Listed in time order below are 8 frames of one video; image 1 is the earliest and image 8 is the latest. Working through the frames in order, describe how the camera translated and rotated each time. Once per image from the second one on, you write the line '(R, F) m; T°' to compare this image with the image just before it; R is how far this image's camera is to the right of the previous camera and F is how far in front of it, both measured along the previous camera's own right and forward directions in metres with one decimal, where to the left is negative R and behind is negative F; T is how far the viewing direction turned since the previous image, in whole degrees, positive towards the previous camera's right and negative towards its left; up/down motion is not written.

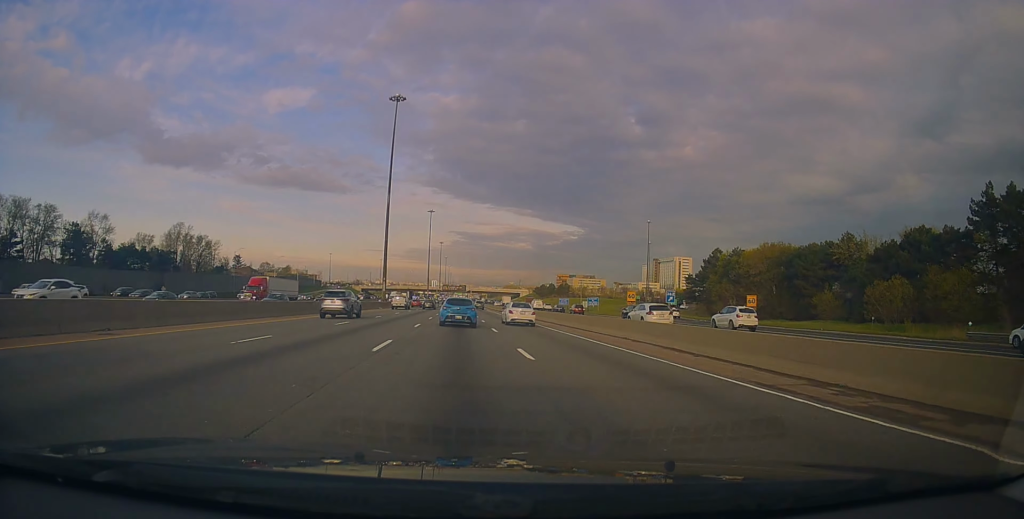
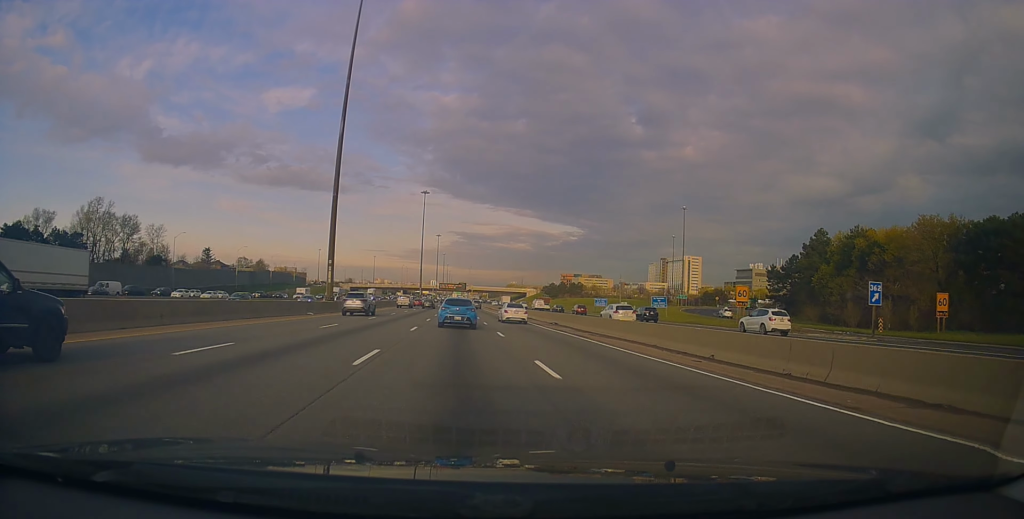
(-0.4, +40.3) m; -1°
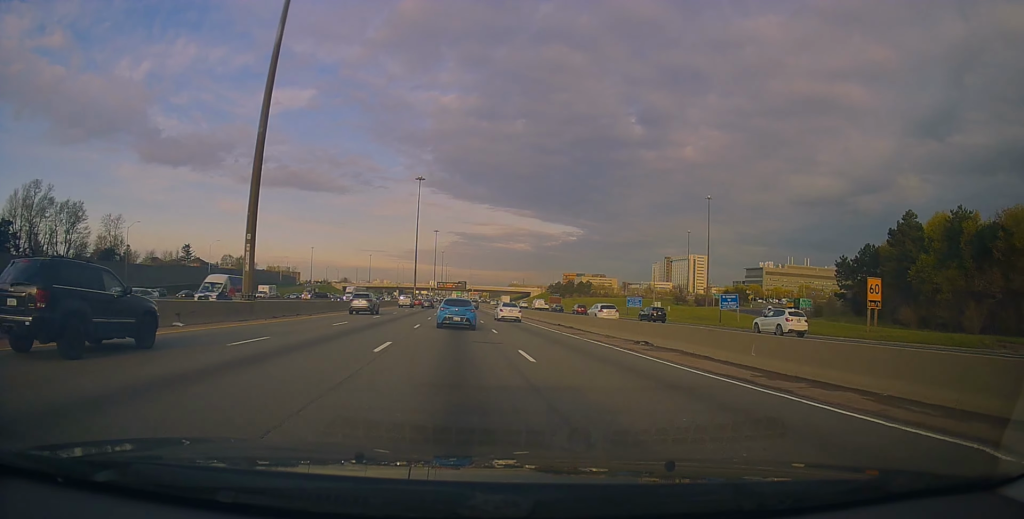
(-0.3, +21.8) m; 0°
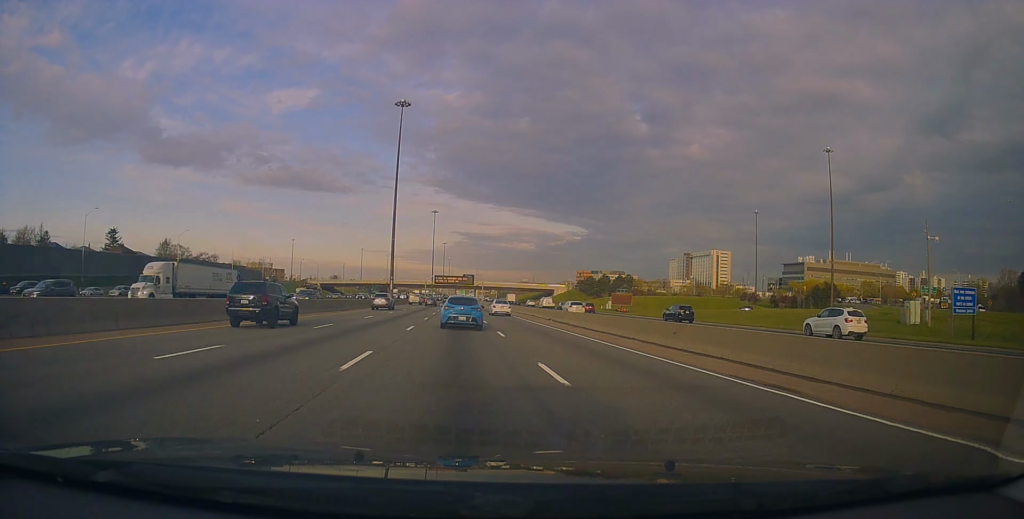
(+0.9, +64.3) m; +1°
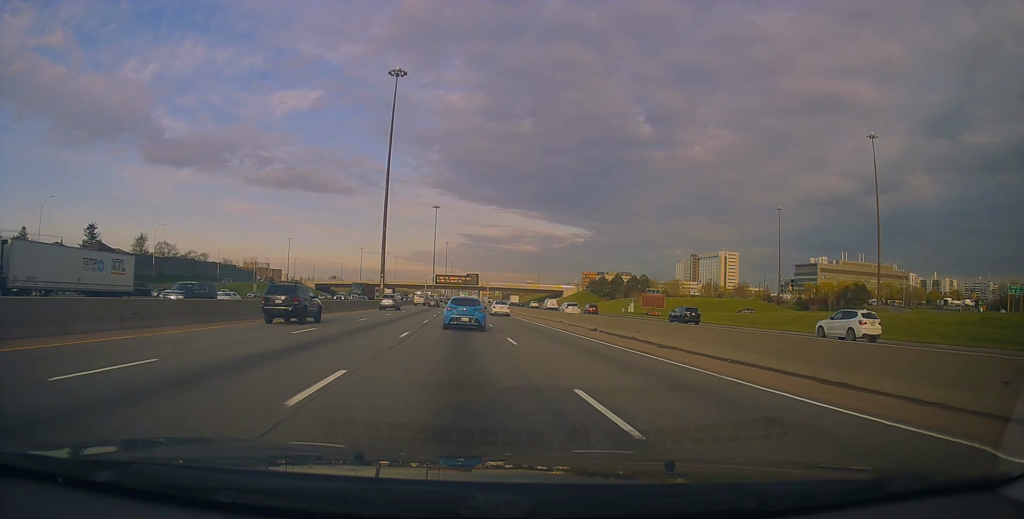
(0.0, +15.8) m; 0°
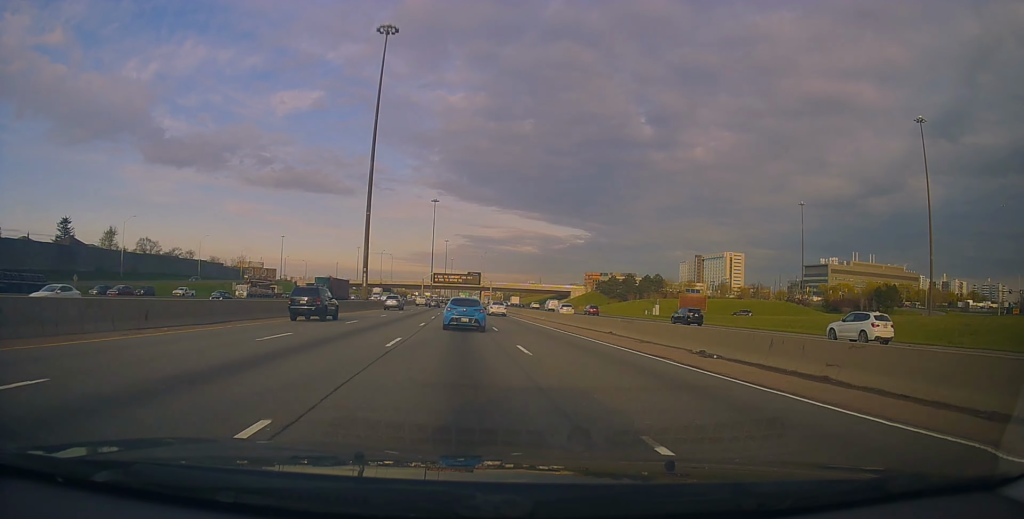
(0.0, +16.0) m; -1°
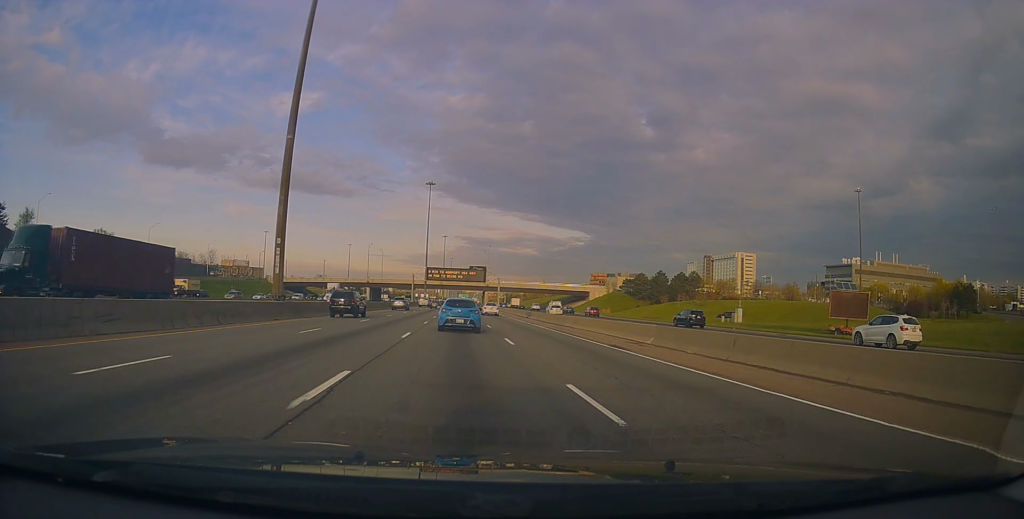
(-0.6, +32.2) m; -1°
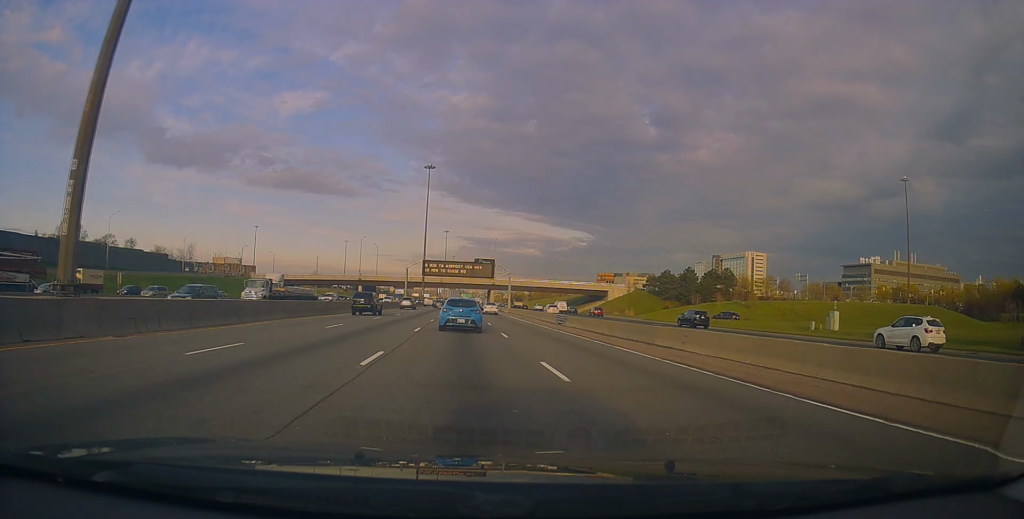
(0.0, +21.3) m; 0°
